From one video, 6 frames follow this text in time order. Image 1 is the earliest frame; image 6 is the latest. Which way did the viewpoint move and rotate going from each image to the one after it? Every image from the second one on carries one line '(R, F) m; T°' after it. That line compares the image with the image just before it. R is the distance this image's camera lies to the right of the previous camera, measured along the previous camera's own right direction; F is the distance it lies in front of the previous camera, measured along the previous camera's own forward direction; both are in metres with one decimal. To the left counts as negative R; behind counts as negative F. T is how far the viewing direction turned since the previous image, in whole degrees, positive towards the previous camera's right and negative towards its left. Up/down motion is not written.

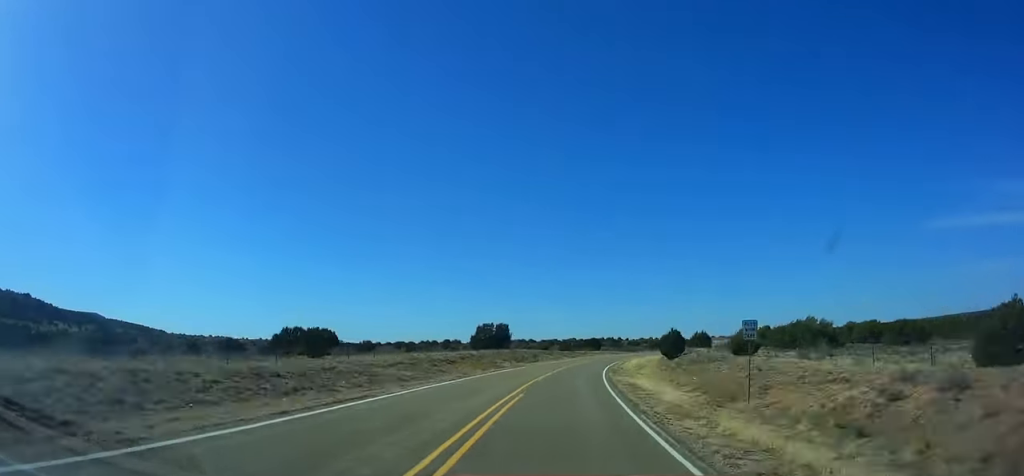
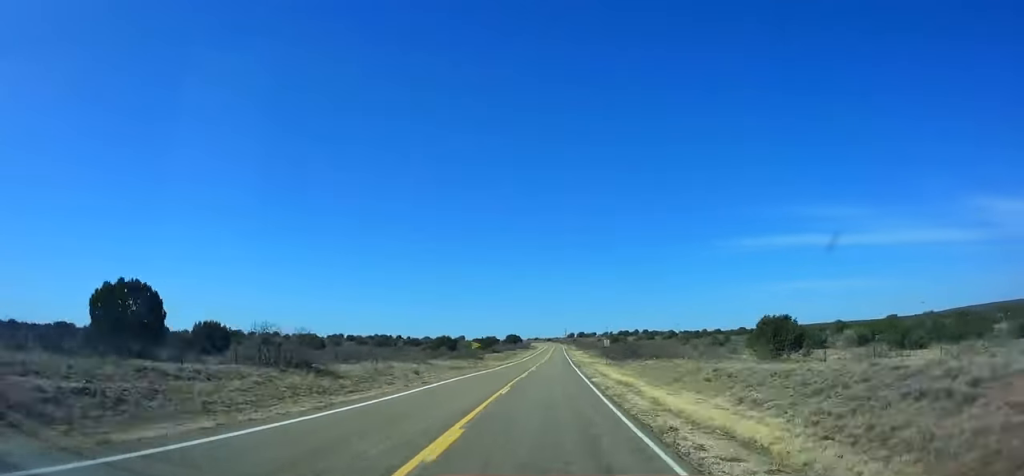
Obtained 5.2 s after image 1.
(+24.6, +153.4) m; +17°
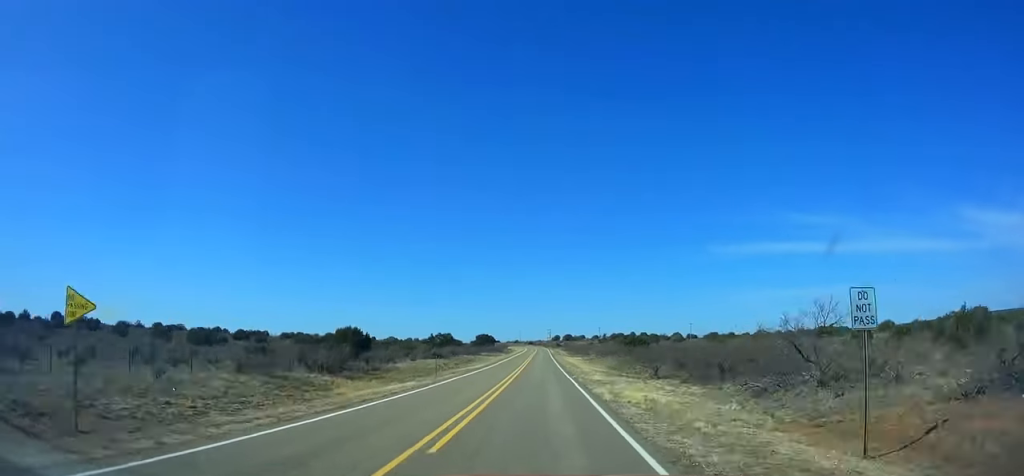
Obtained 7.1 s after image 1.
(+2.8, +56.9) m; +4°
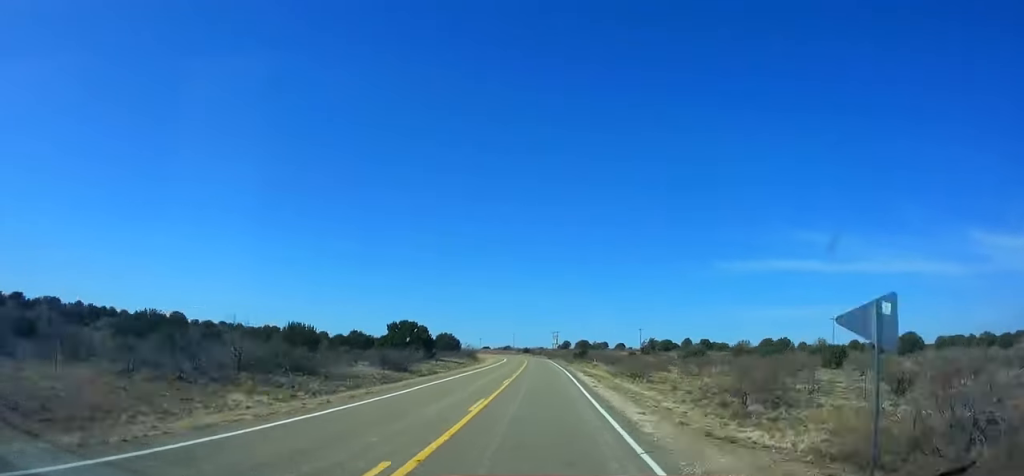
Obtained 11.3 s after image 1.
(+2.3, +126.6) m; 0°
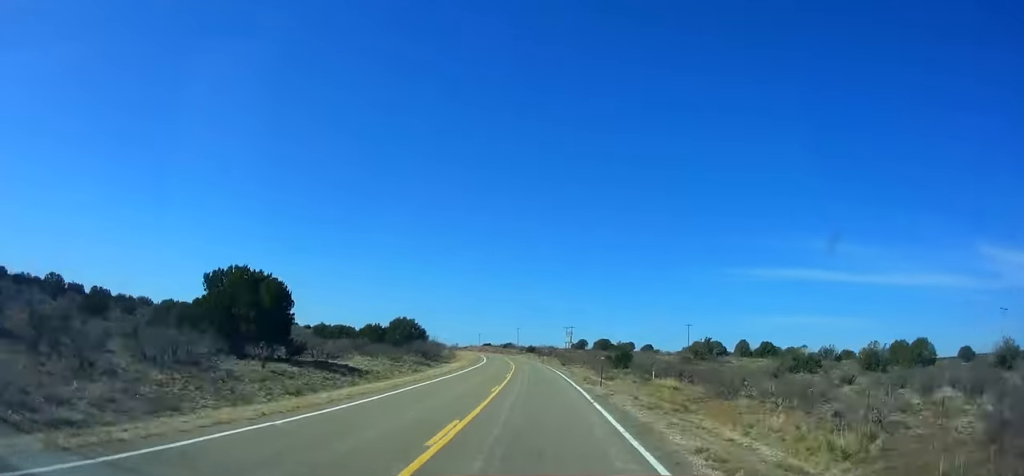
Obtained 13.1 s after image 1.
(+0.7, +54.5) m; -2°
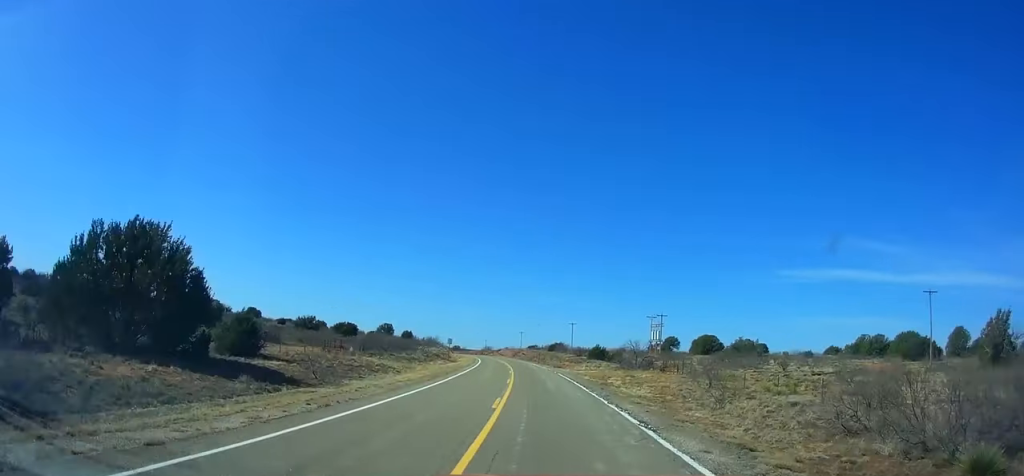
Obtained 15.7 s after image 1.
(-3.2, +79.4) m; -4°
